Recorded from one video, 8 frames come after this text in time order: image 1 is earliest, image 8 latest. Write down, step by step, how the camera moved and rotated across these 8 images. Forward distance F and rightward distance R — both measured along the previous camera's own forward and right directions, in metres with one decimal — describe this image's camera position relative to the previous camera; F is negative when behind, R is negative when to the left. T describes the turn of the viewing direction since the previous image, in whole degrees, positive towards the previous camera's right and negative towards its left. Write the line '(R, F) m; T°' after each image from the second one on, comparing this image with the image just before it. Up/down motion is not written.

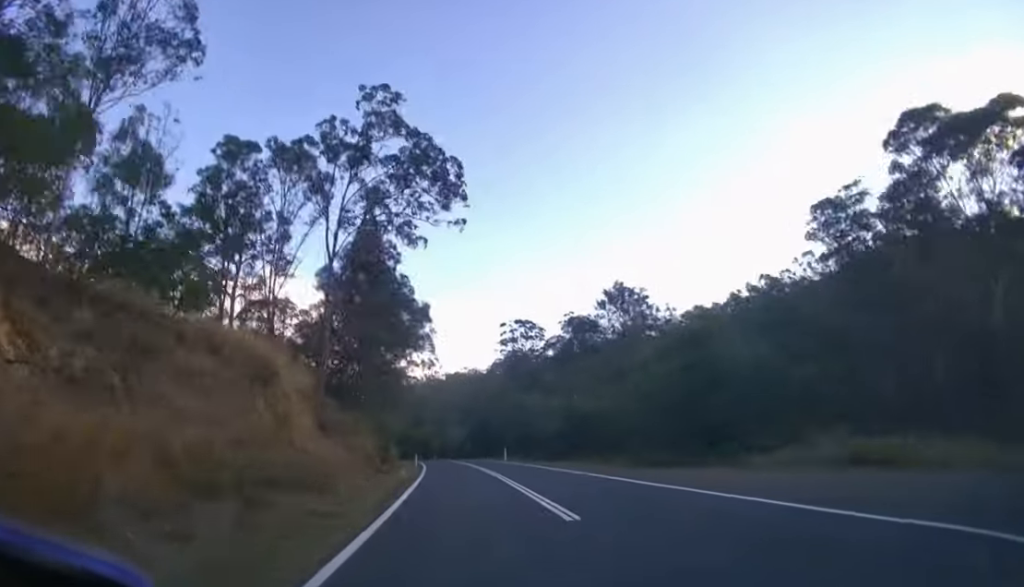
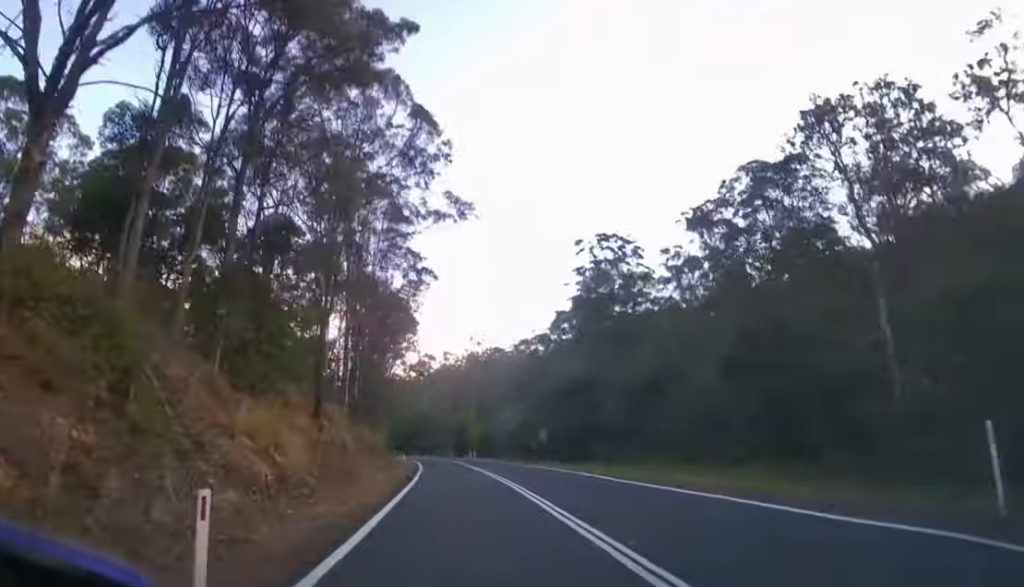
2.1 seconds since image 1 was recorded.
(-2.1, +47.2) m; -5°
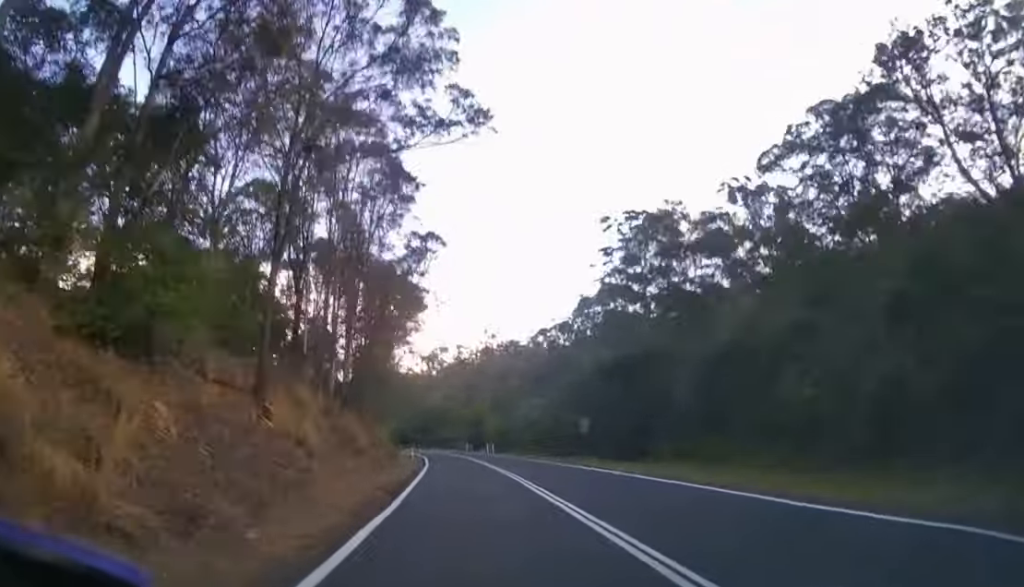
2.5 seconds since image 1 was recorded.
(0.0, +9.1) m; -1°
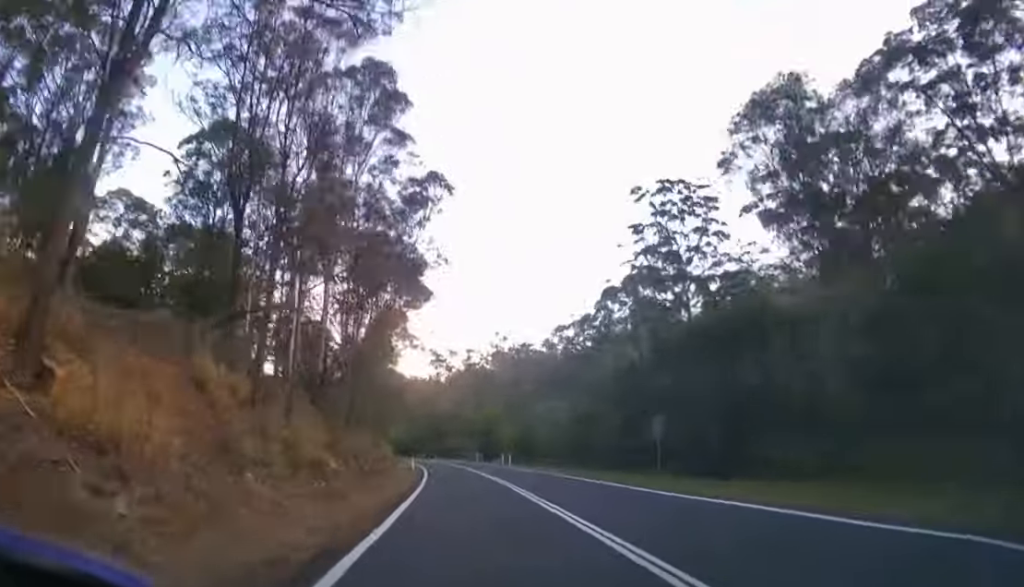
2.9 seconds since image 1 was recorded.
(-0.2, +8.2) m; -1°
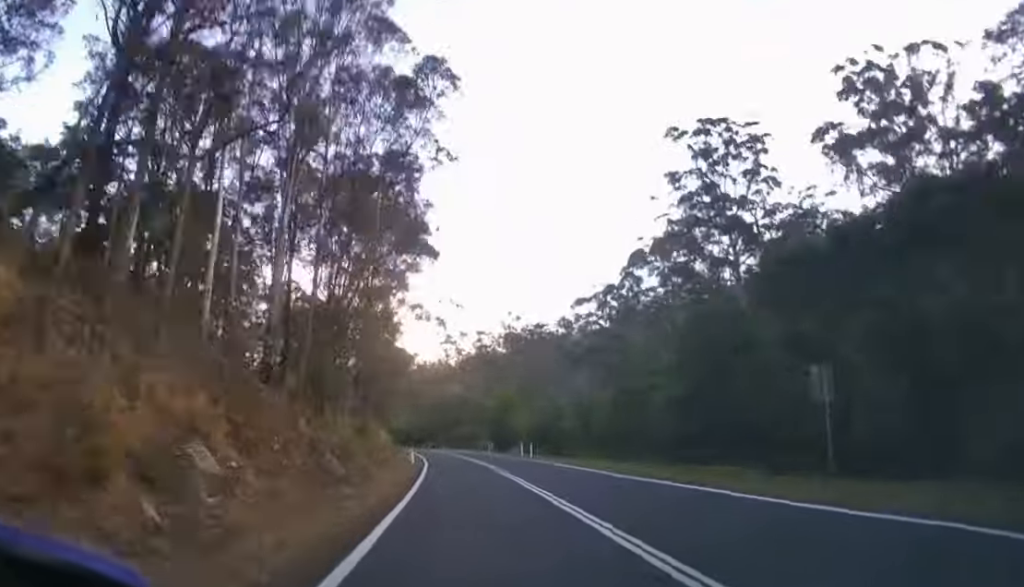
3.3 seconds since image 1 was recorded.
(0.0, +7.6) m; -1°
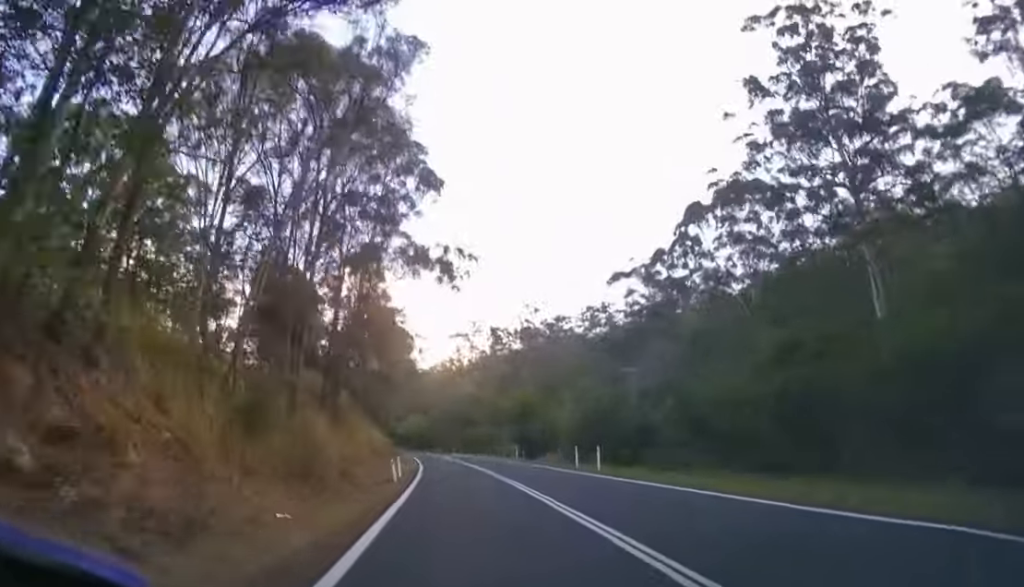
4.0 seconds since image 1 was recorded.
(-0.2, +13.3) m; -2°
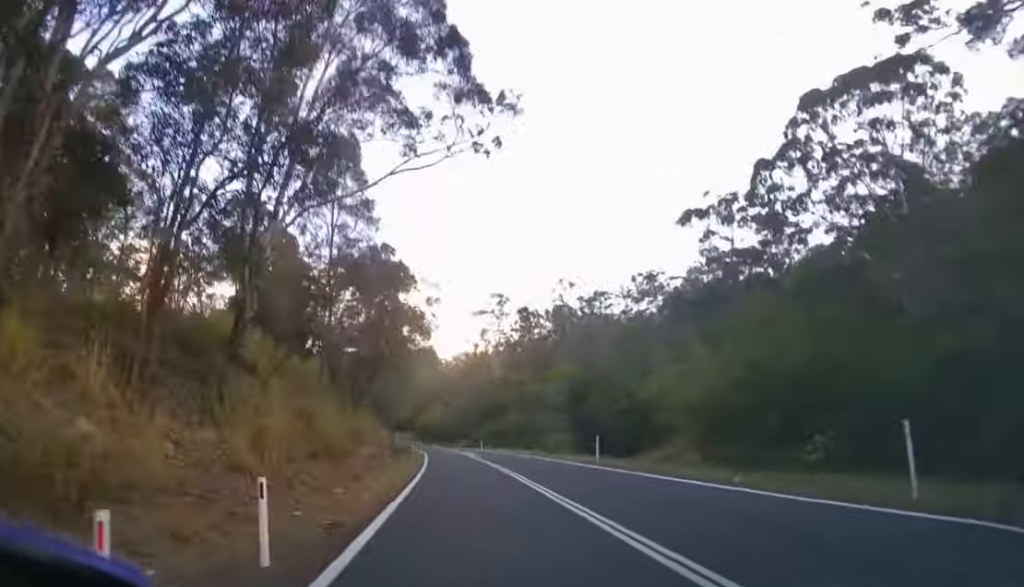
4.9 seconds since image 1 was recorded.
(-0.3, +16.6) m; -2°
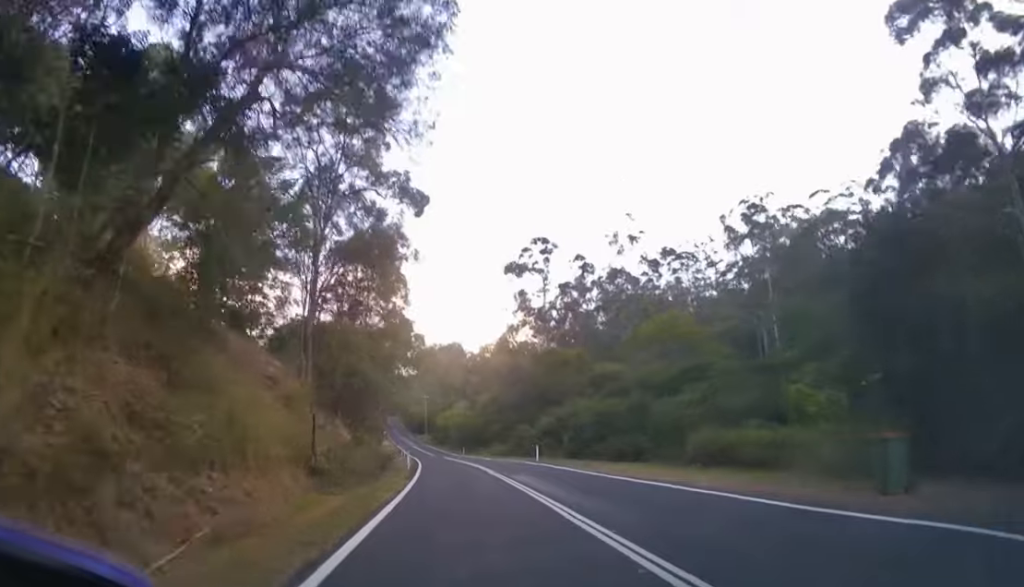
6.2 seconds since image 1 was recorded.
(-0.9, +28.6) m; -4°
